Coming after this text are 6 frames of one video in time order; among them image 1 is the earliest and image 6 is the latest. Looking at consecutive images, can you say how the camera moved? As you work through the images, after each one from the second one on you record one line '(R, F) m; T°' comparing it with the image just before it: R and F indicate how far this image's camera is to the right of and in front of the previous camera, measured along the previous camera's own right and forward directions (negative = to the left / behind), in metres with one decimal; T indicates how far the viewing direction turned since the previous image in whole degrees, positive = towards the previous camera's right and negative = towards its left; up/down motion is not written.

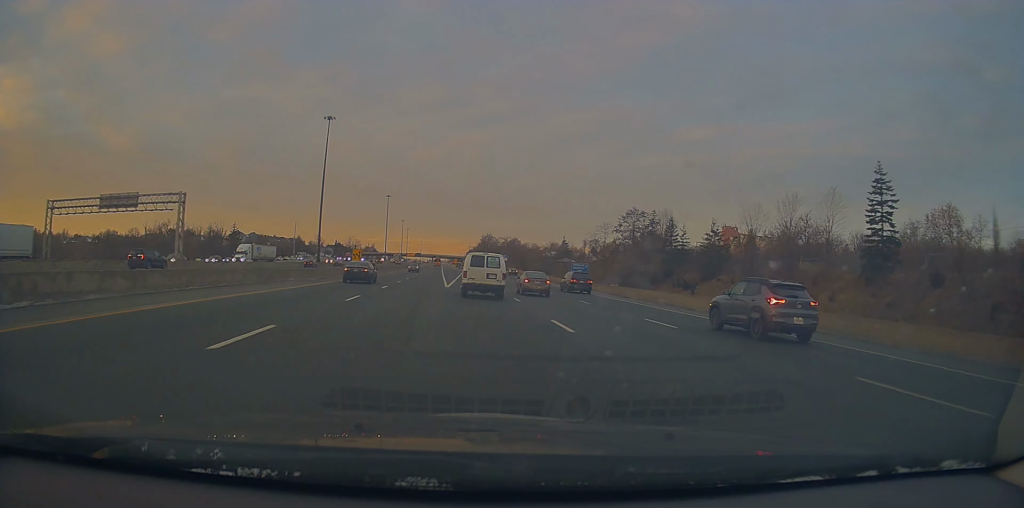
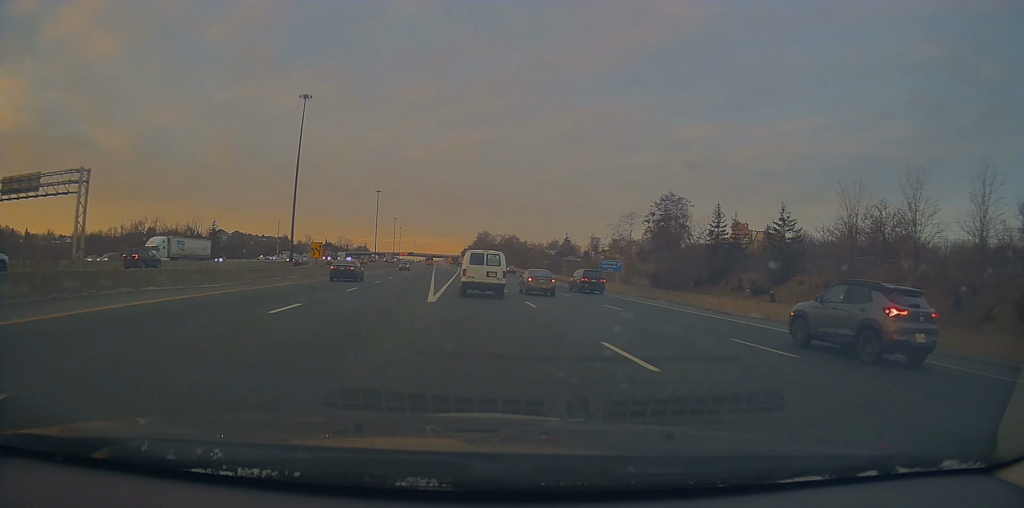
(+0.3, +18.5) m; +1°
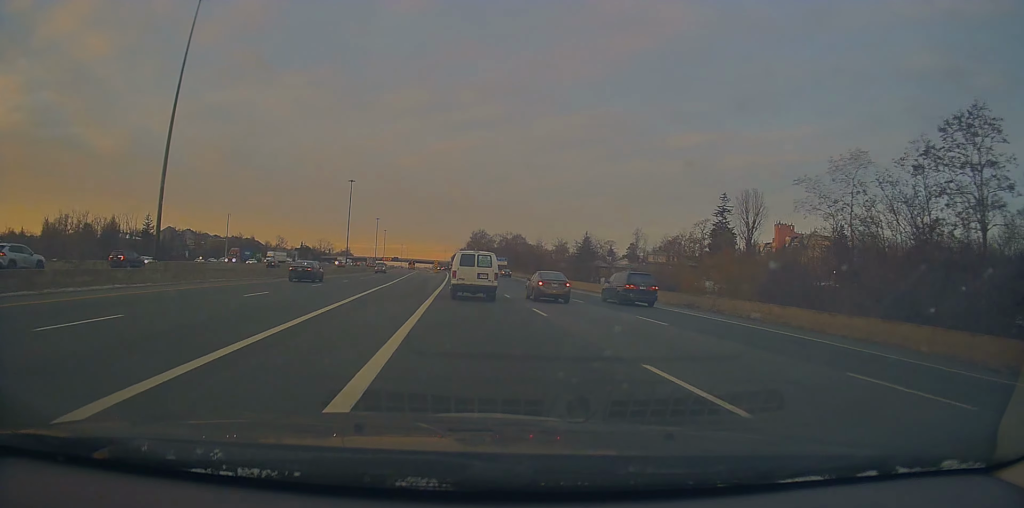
(+0.7, +53.8) m; +1°
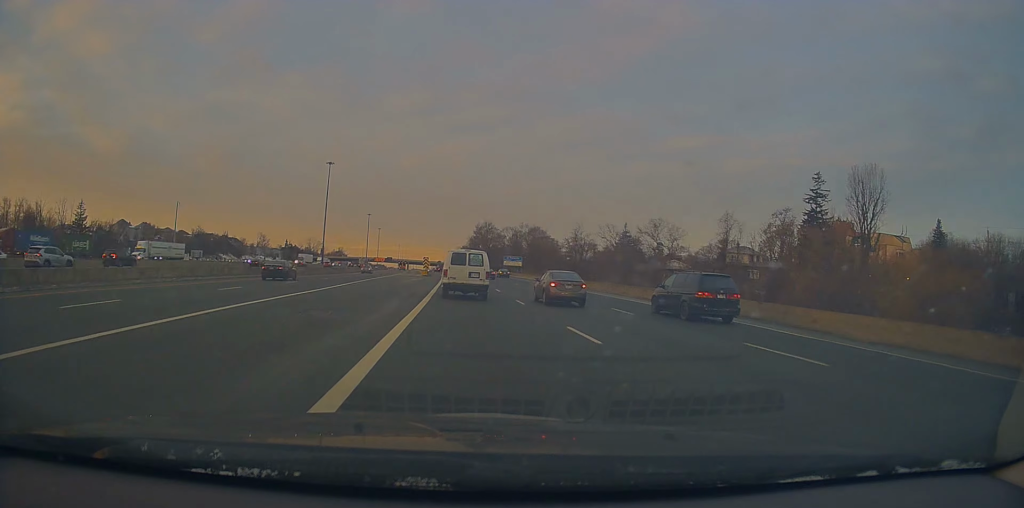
(+0.1, +44.4) m; -1°
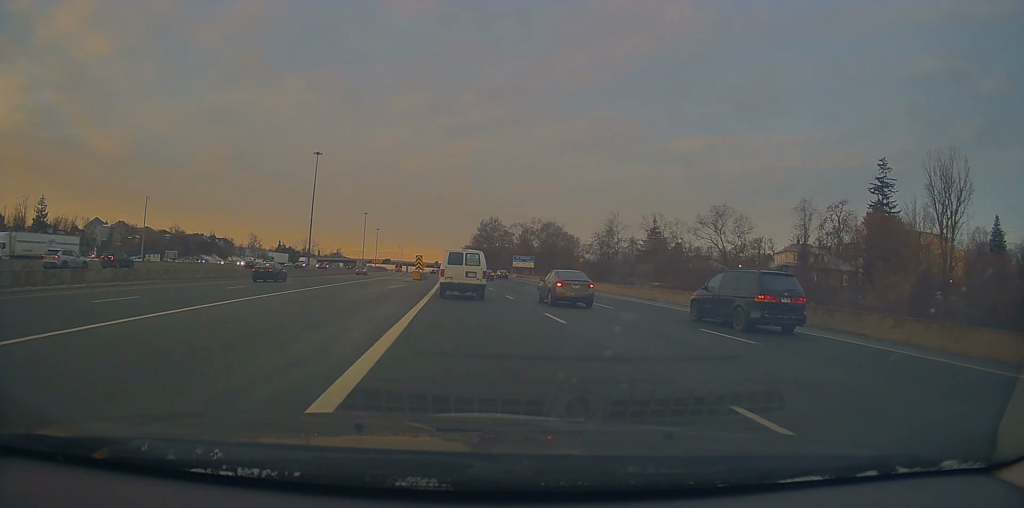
(-0.1, +20.6) m; +1°
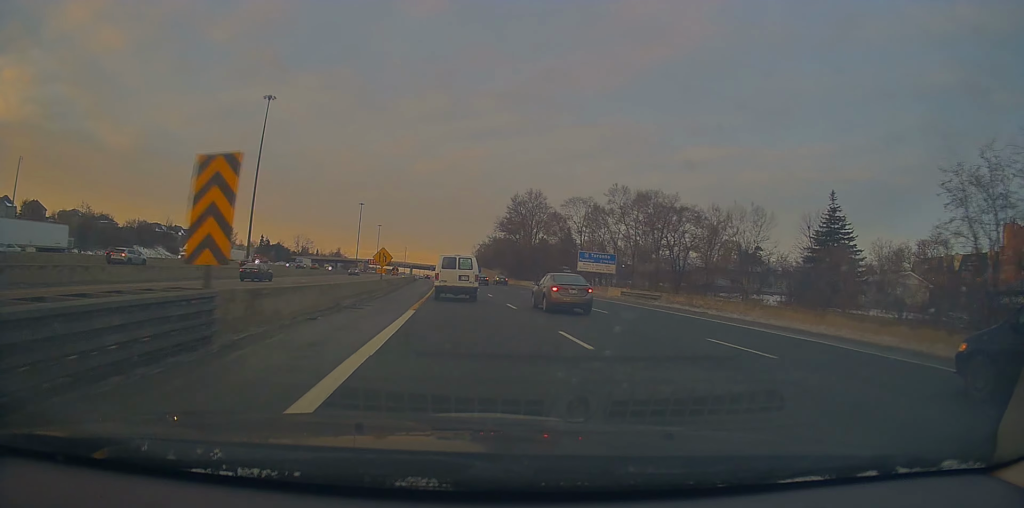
(+0.3, +62.5) m; -1°
